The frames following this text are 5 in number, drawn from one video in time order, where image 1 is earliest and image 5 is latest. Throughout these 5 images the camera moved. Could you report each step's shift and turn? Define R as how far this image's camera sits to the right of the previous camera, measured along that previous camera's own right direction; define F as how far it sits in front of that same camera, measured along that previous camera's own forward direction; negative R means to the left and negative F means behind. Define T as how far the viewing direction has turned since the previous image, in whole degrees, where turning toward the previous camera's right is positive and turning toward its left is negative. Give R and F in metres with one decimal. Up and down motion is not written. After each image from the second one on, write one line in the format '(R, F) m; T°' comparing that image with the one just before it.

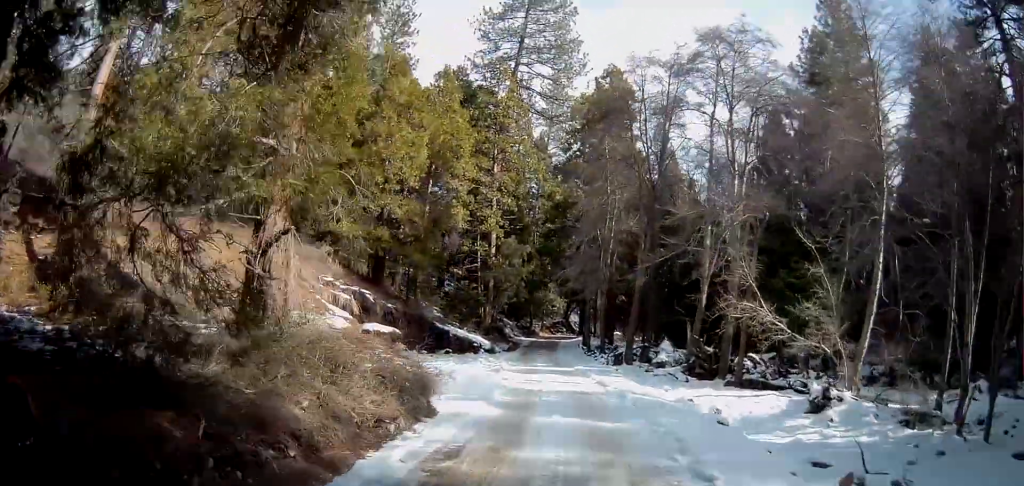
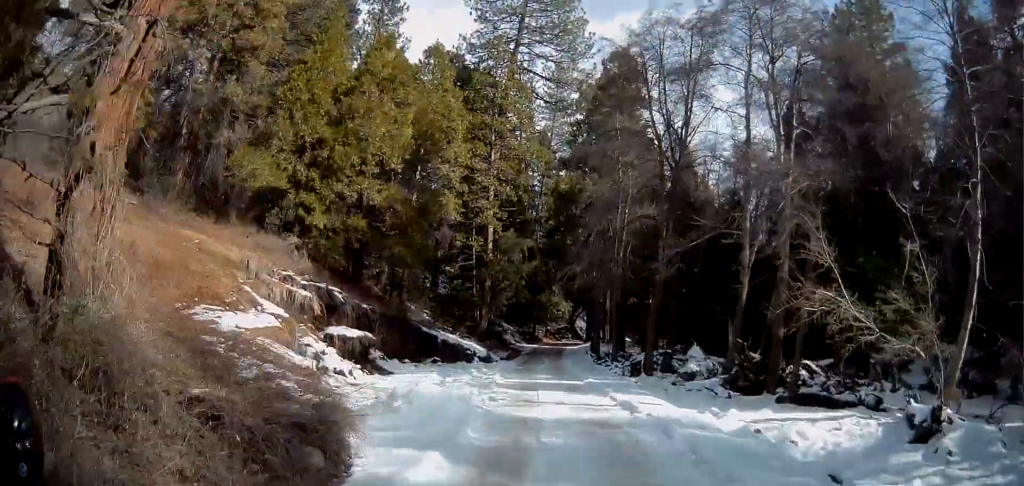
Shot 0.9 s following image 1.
(+0.2, +5.3) m; +2°
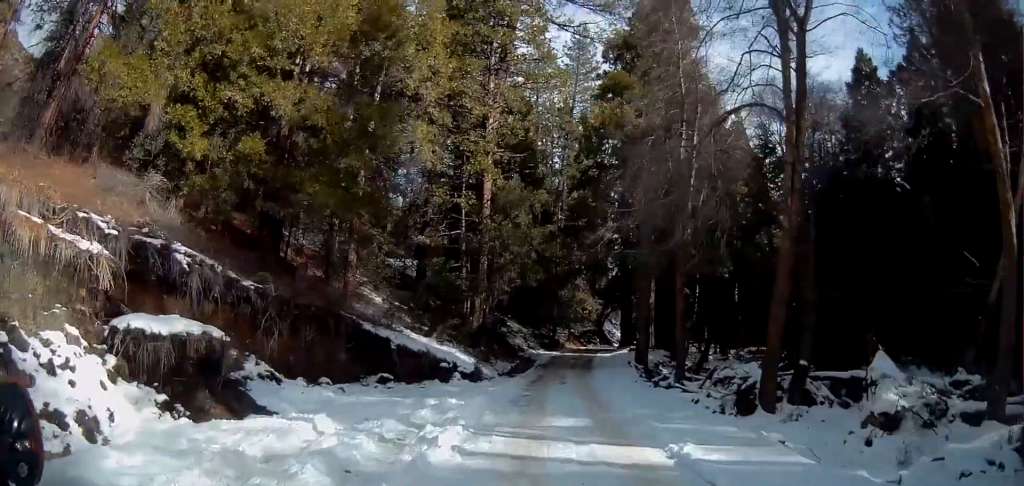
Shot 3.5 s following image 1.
(+0.3, +16.1) m; +5°
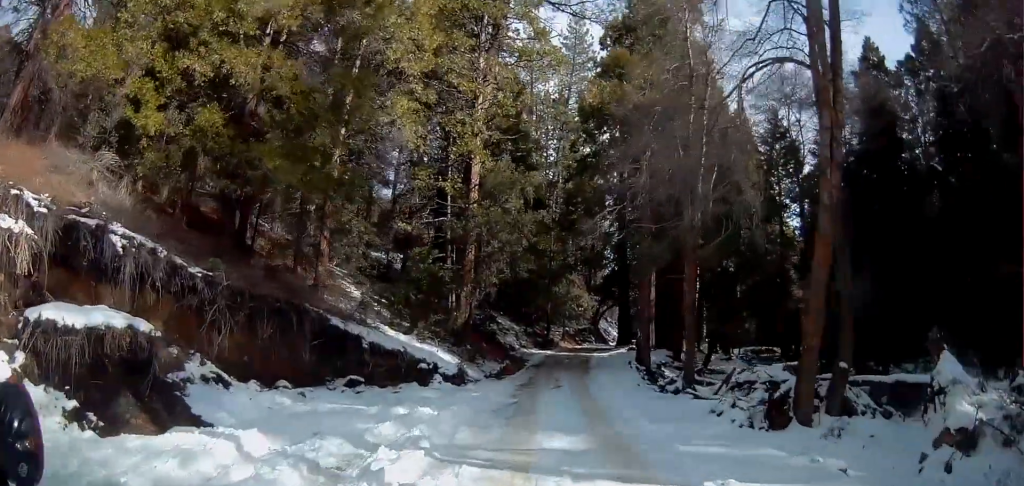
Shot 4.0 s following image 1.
(+0.1, +3.2) m; +1°
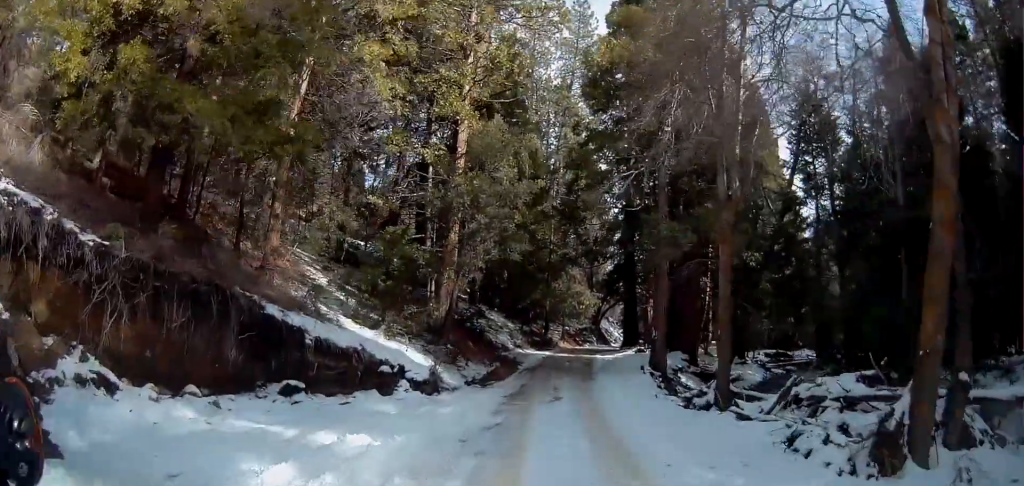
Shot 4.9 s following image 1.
(+0.1, +5.5) m; 0°
